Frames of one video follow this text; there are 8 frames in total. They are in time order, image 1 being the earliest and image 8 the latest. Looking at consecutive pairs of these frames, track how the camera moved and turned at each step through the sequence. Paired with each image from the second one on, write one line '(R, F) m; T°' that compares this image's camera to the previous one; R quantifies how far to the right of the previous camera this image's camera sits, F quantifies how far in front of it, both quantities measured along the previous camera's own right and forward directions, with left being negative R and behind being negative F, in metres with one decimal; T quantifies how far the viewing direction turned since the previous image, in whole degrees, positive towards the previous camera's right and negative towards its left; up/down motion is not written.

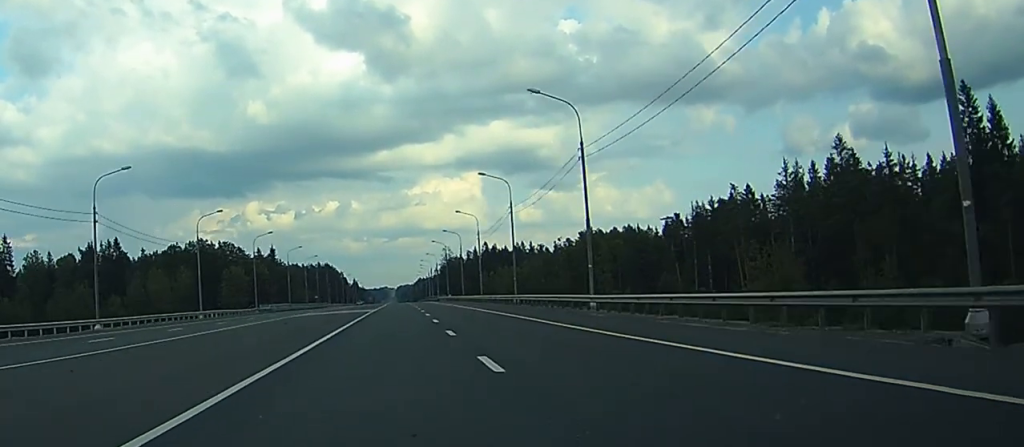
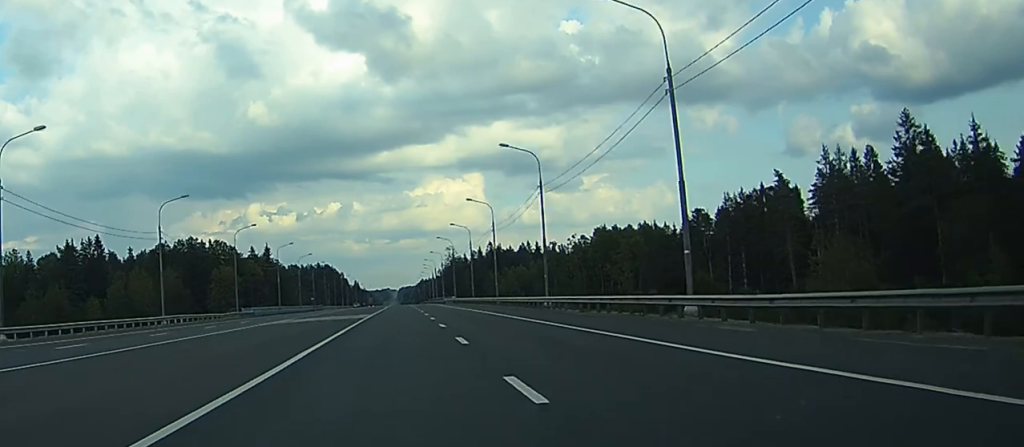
(0.0, +15.7) m; 0°
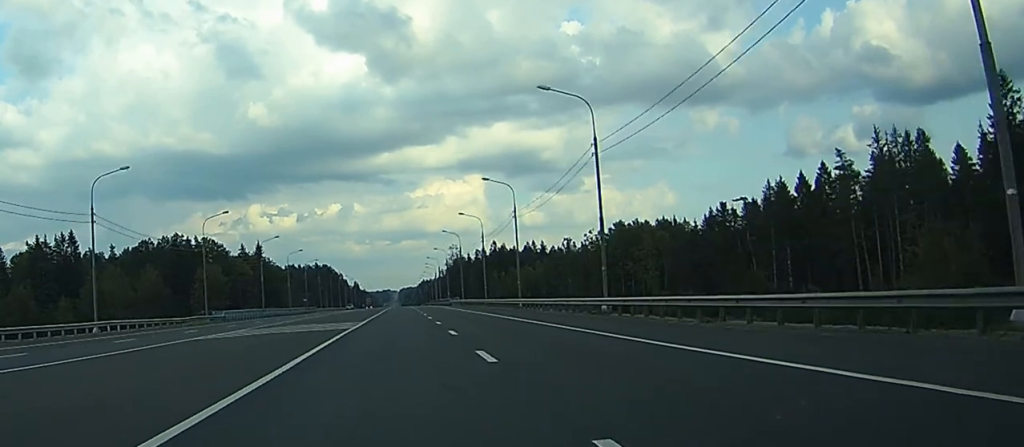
(0.0, +17.6) m; 0°
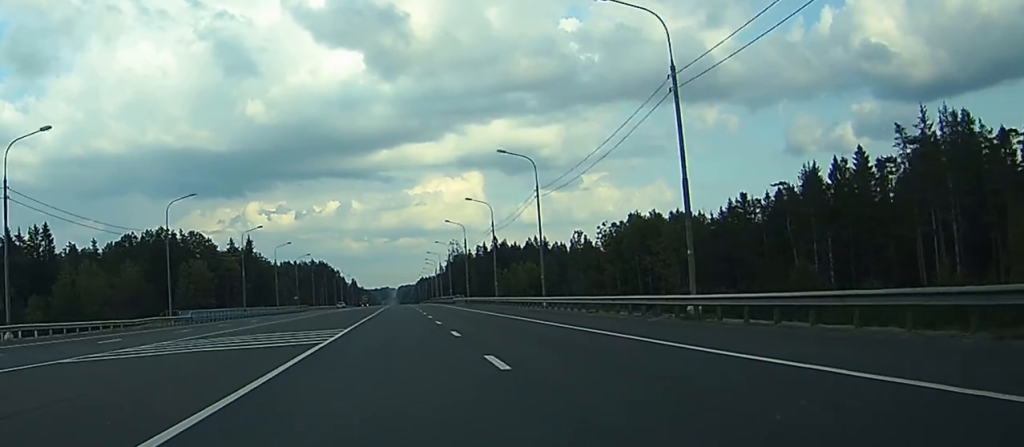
(+0.1, +13.8) m; 0°
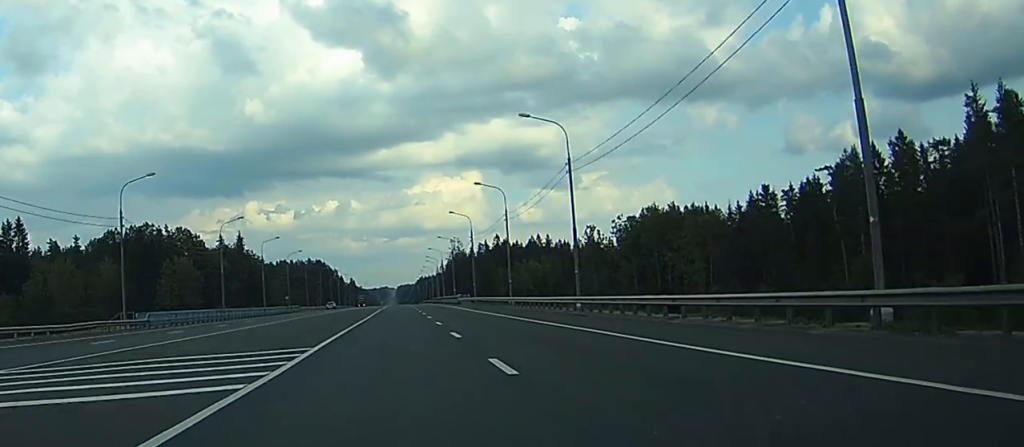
(0.0, +12.7) m; 0°
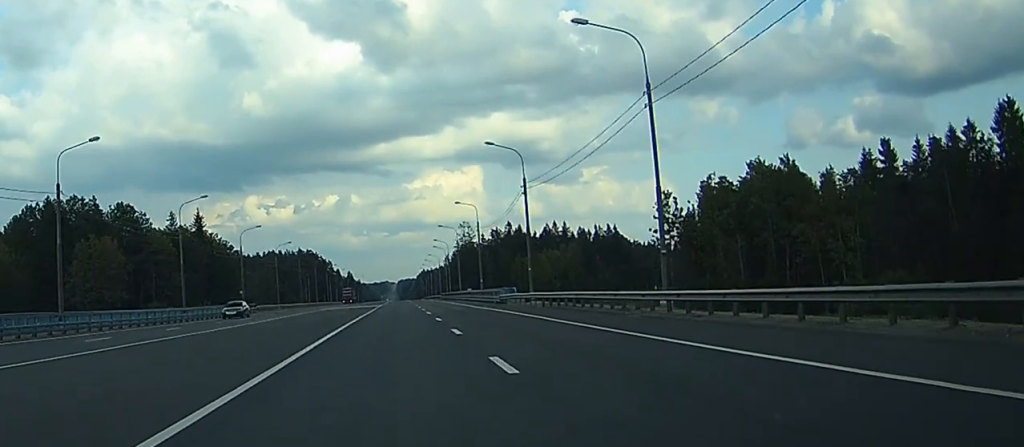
(-0.1, +48.1) m; 0°
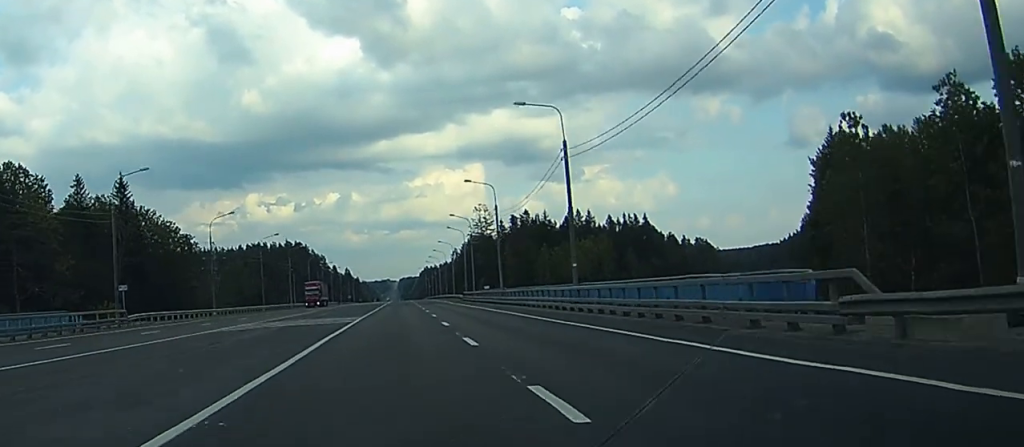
(0.0, +52.7) m; 0°
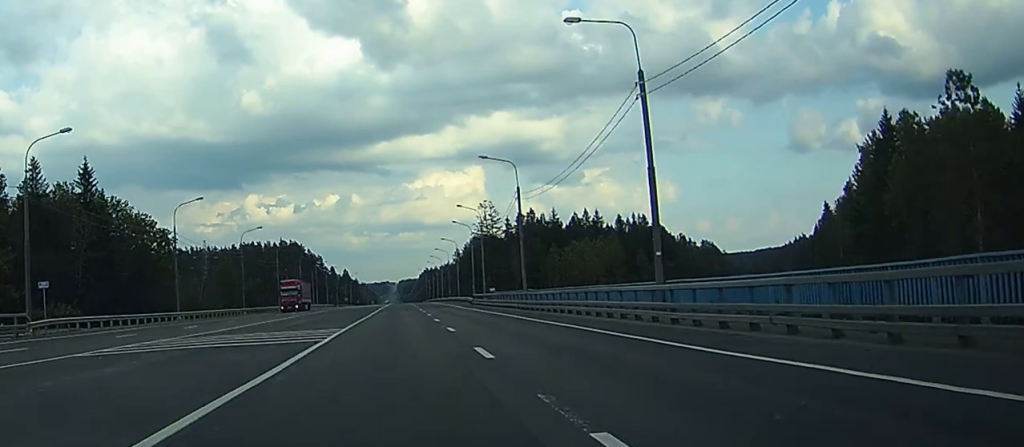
(0.0, +15.5) m; 0°
